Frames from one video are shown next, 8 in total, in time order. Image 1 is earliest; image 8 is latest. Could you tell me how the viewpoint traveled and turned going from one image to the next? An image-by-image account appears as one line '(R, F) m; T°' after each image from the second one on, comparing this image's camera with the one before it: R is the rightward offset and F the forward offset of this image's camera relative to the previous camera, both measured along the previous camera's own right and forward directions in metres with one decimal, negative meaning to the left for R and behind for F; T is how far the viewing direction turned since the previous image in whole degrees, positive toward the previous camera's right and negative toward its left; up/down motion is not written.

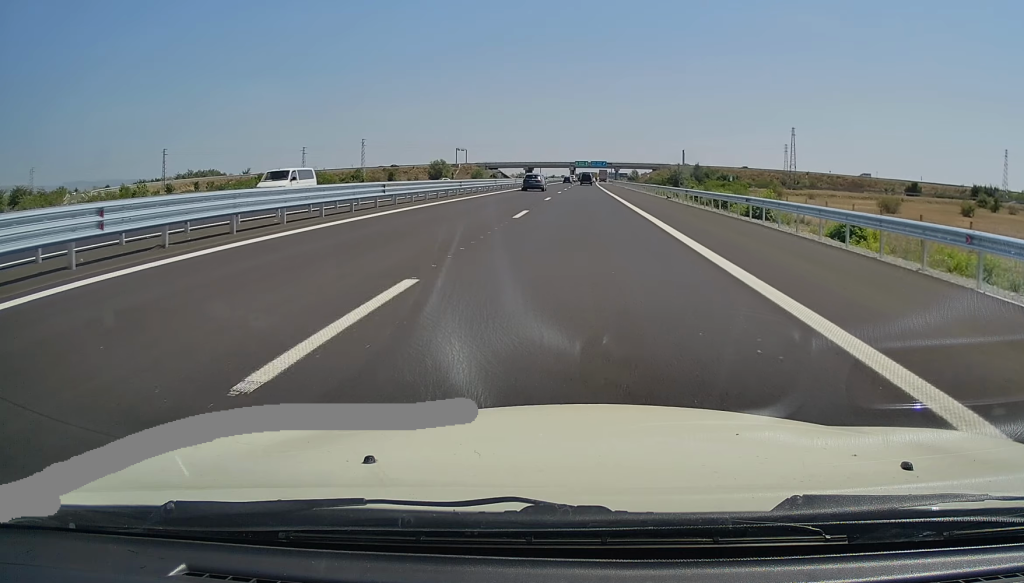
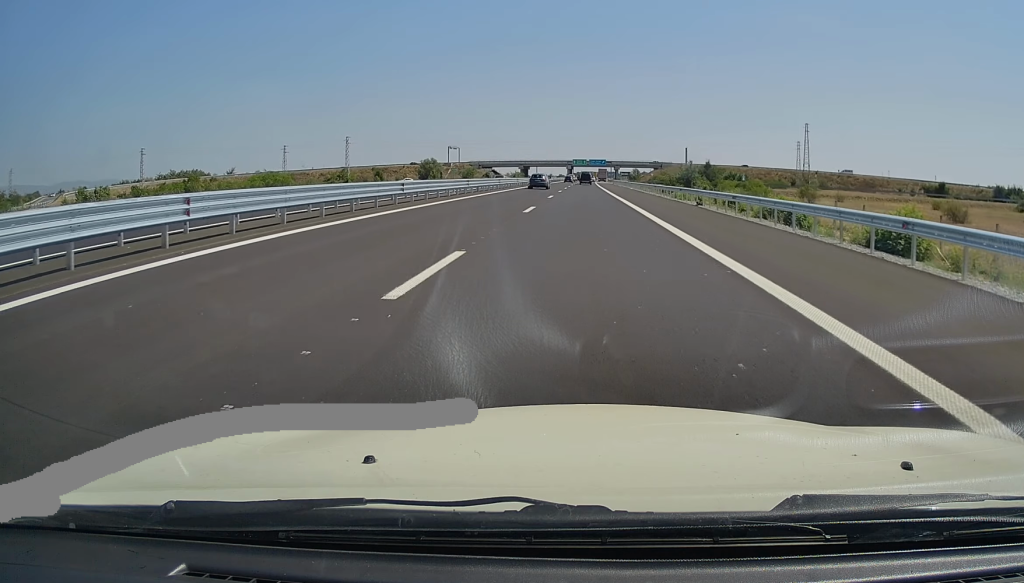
(-0.2, +13.4) m; 0°
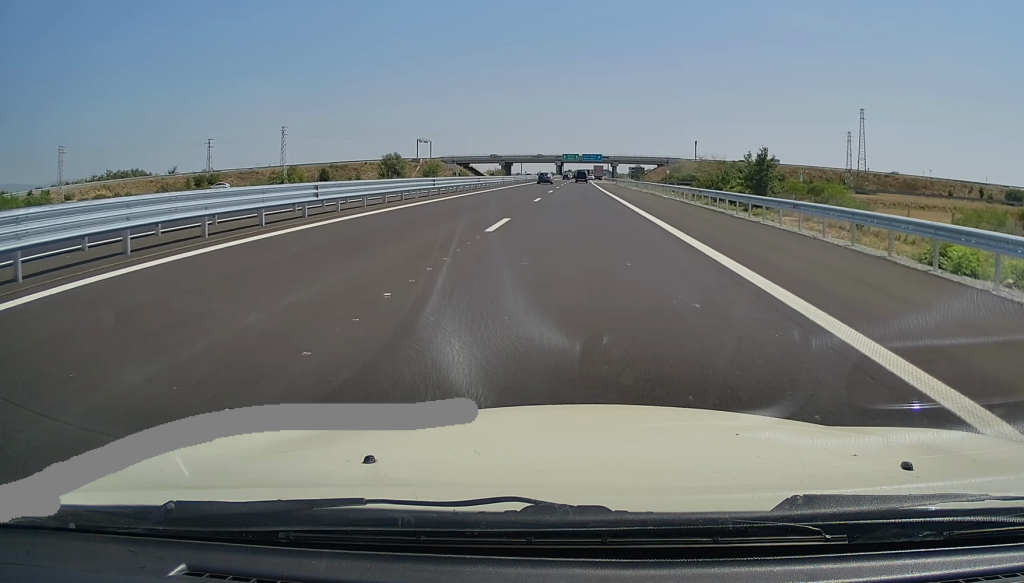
(+0.3, +41.2) m; +1°
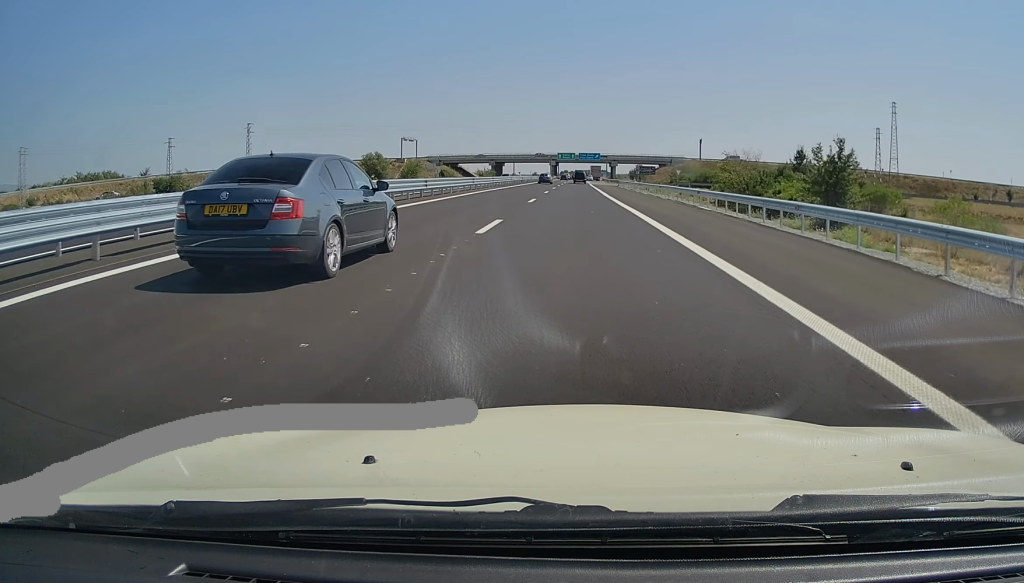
(0.0, +16.6) m; 0°
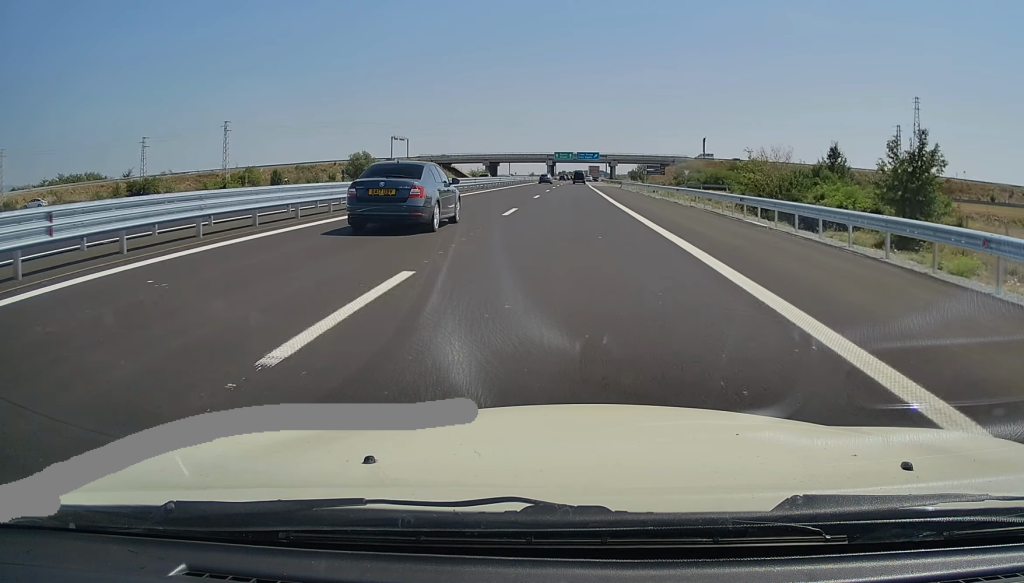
(+0.1, +9.7) m; 0°
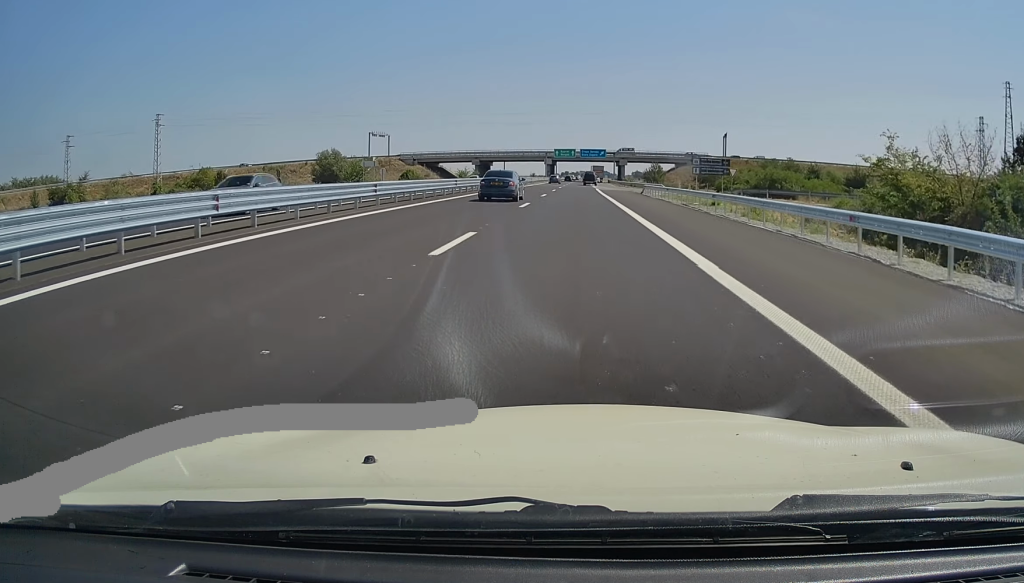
(+0.1, +26.5) m; -1°
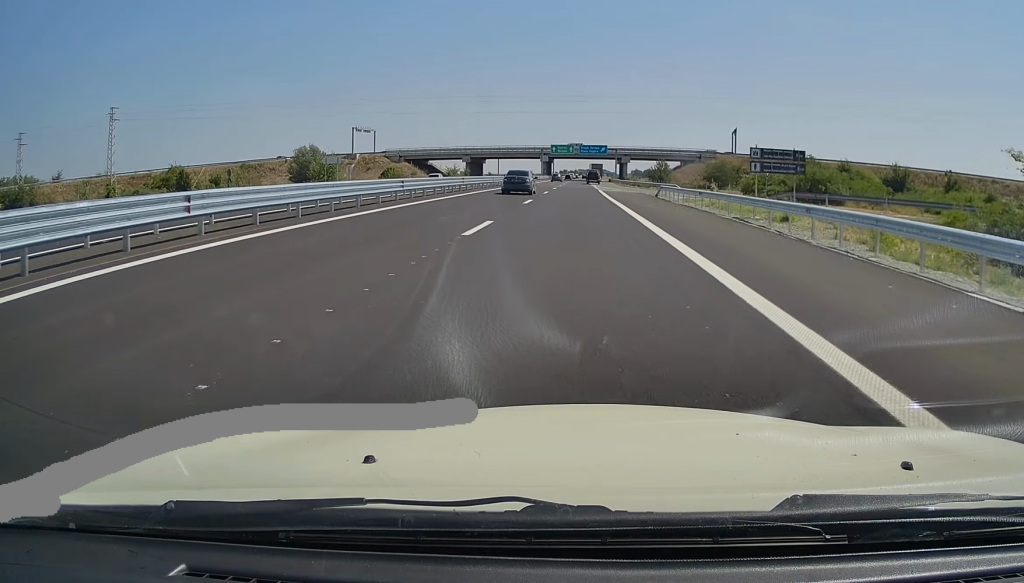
(-0.2, +13.0) m; 0°
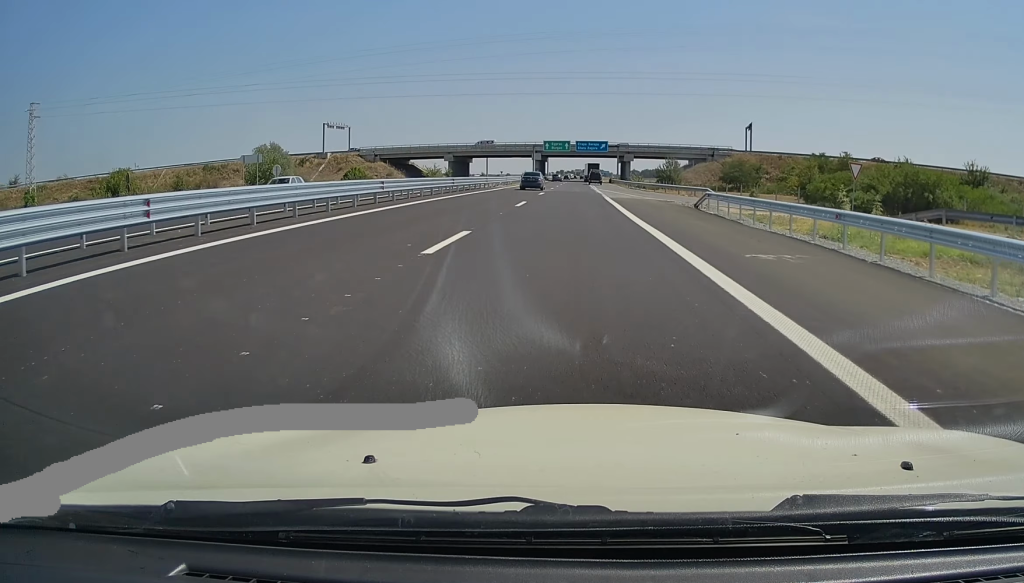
(-0.1, +18.6) m; 0°
